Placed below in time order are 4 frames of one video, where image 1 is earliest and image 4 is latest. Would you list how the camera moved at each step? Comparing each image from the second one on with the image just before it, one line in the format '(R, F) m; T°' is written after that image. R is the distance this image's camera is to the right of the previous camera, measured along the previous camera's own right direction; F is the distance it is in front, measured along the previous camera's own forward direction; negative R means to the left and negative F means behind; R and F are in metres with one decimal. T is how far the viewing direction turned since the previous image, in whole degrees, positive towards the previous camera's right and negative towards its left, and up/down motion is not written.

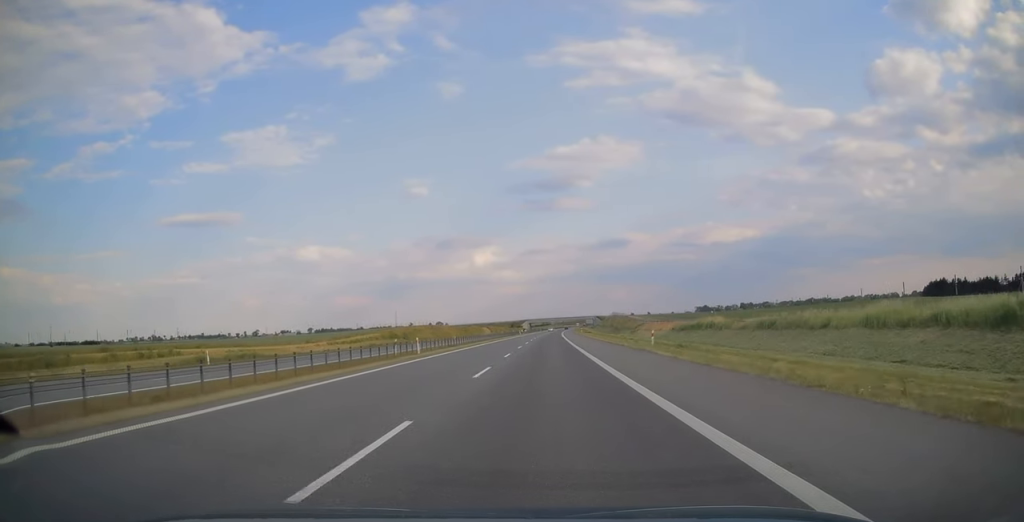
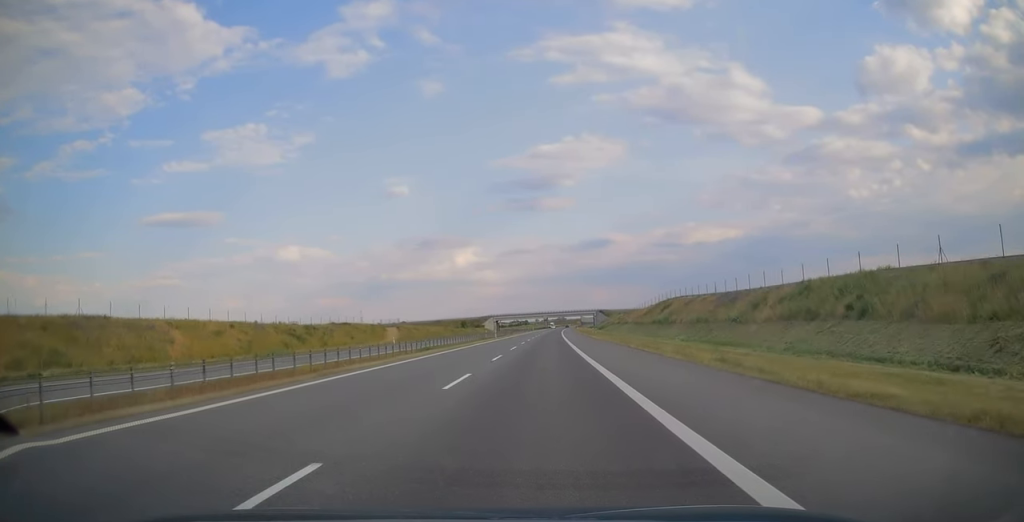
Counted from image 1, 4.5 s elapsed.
(+3.0, +146.8) m; +2°
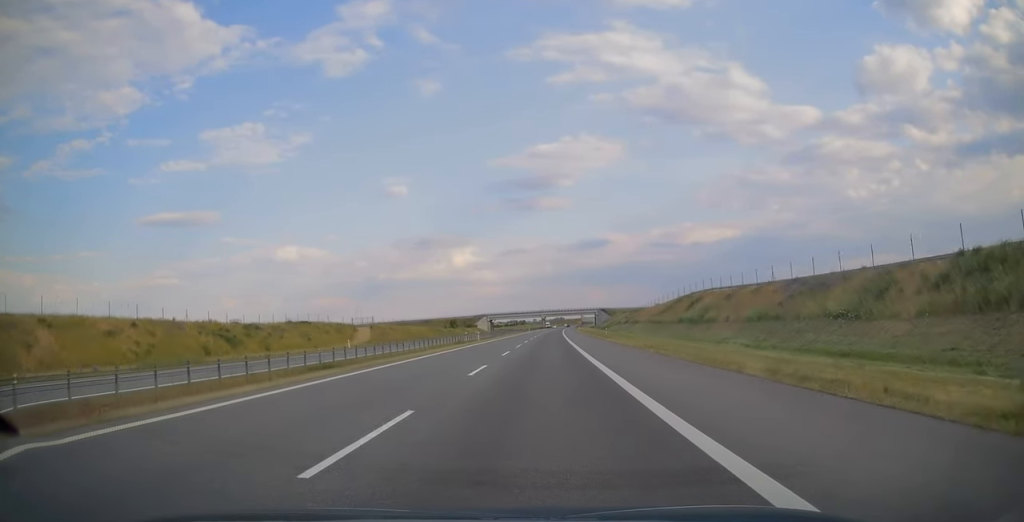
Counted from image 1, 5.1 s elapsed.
(+0.1, +20.2) m; 0°
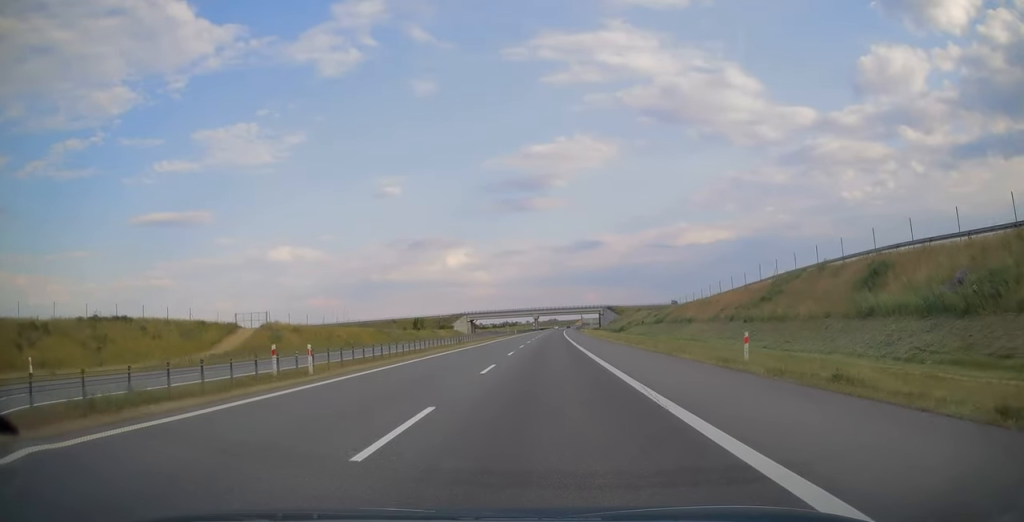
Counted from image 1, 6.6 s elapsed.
(+0.1, +47.4) m; 0°
